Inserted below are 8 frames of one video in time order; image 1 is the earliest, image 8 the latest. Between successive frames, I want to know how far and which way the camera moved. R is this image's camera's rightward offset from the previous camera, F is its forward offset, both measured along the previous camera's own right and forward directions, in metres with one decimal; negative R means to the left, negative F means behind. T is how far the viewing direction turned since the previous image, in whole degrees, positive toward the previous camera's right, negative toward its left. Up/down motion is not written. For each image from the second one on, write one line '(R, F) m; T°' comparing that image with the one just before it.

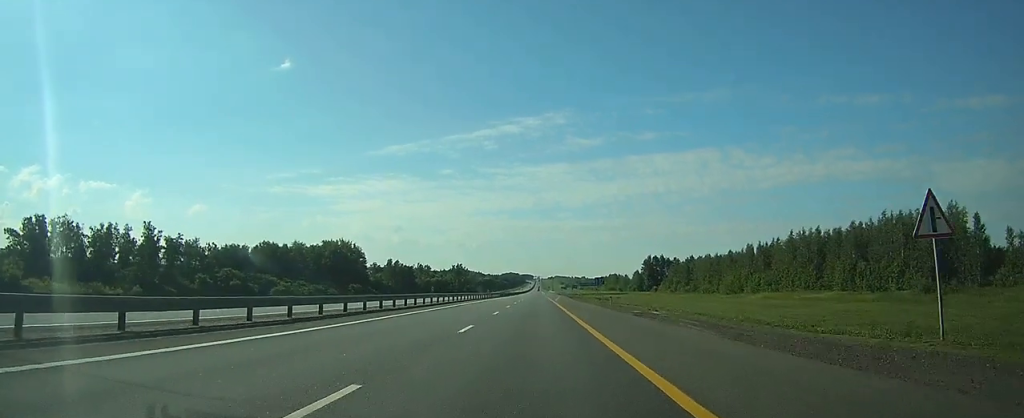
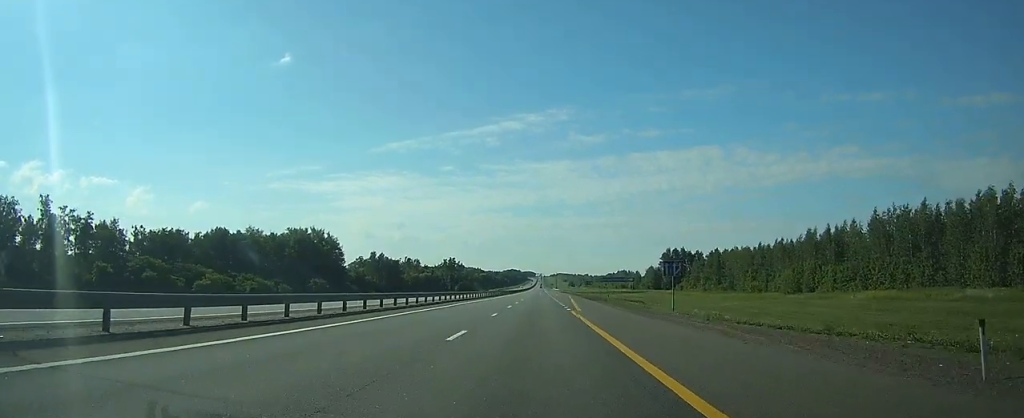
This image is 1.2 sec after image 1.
(0.0, +39.6) m; 0°
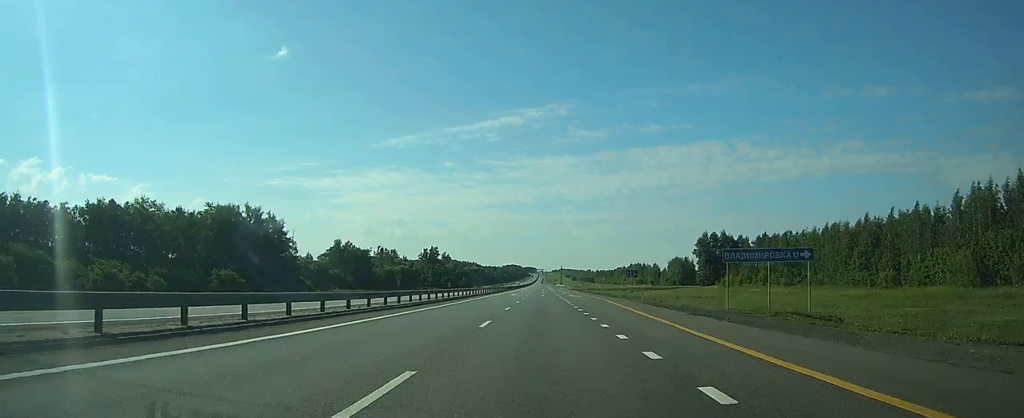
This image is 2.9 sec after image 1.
(-0.2, +57.5) m; -1°
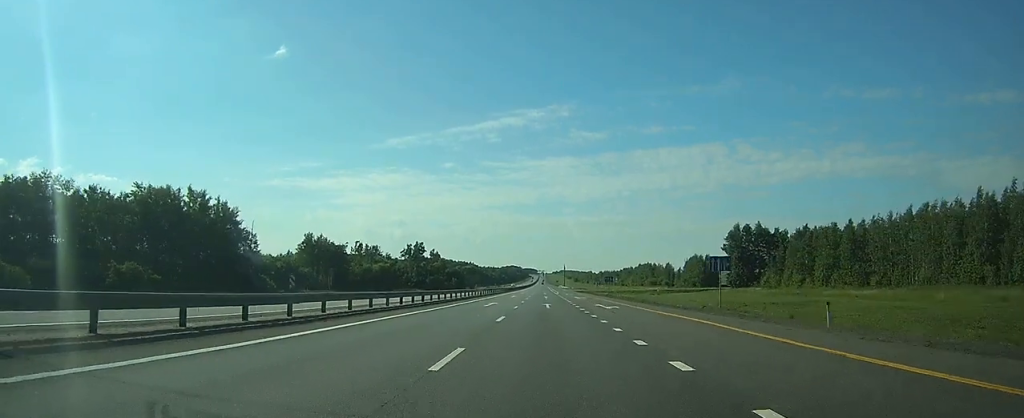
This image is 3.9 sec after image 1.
(-0.1, +33.4) m; 0°
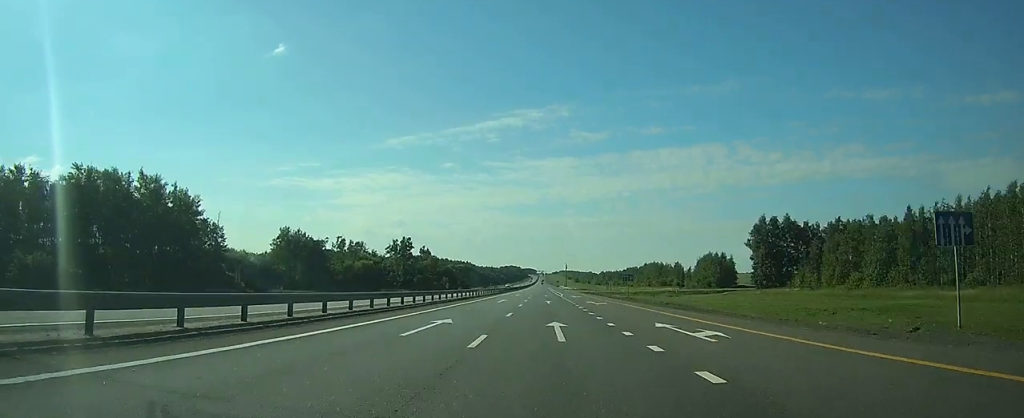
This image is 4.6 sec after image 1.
(0.0, +21.2) m; 0°
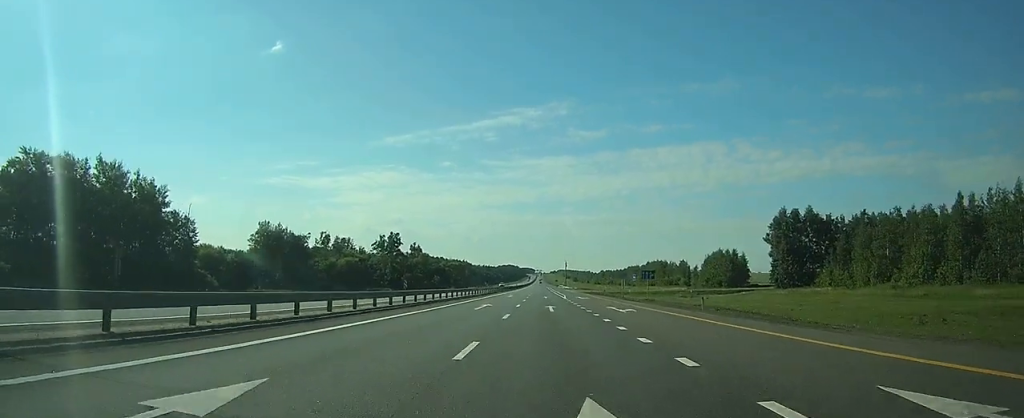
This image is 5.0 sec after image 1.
(0.0, +14.5) m; 0°
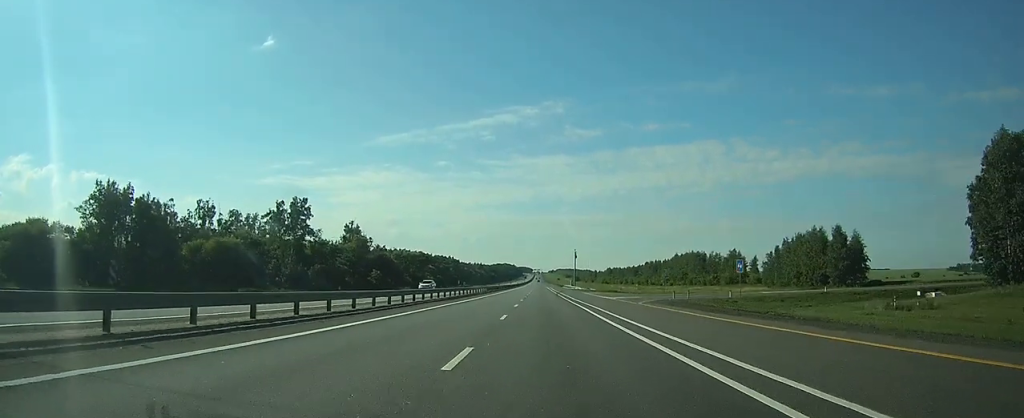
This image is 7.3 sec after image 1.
(+0.2, +75.2) m; 0°
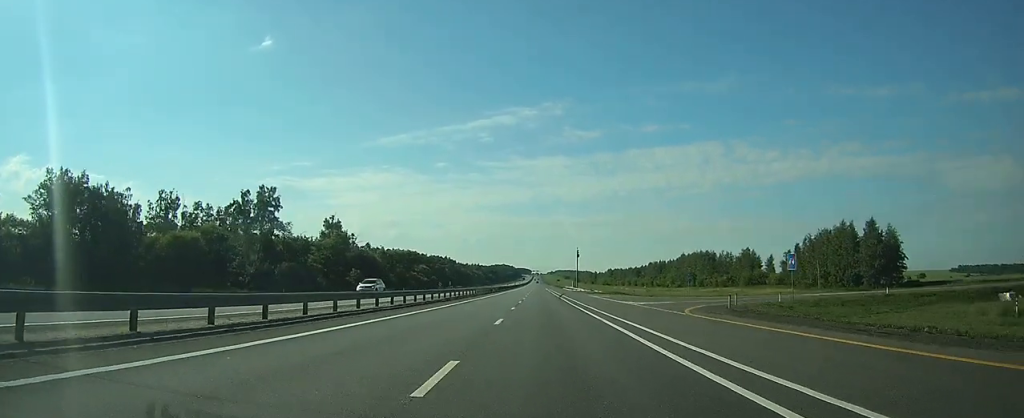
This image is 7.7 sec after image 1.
(0.0, +14.3) m; 0°
